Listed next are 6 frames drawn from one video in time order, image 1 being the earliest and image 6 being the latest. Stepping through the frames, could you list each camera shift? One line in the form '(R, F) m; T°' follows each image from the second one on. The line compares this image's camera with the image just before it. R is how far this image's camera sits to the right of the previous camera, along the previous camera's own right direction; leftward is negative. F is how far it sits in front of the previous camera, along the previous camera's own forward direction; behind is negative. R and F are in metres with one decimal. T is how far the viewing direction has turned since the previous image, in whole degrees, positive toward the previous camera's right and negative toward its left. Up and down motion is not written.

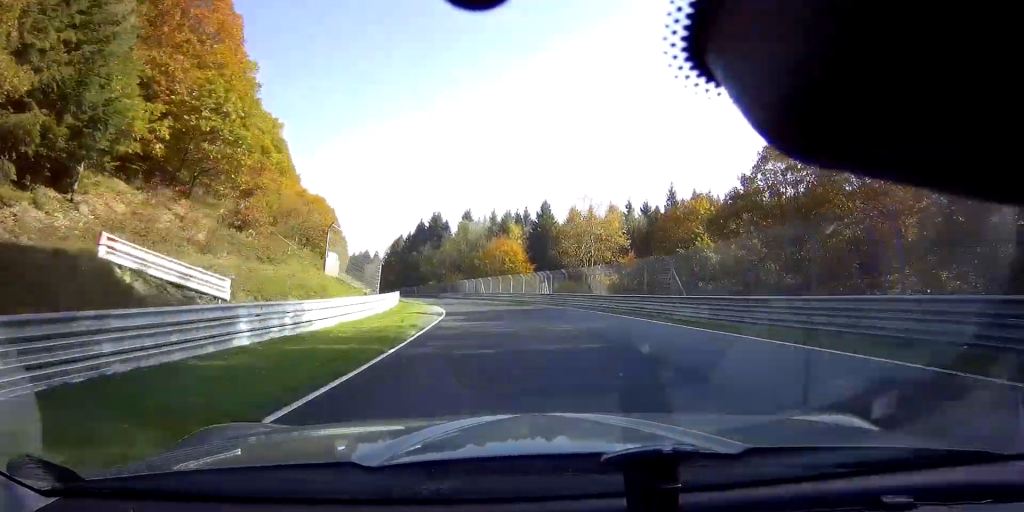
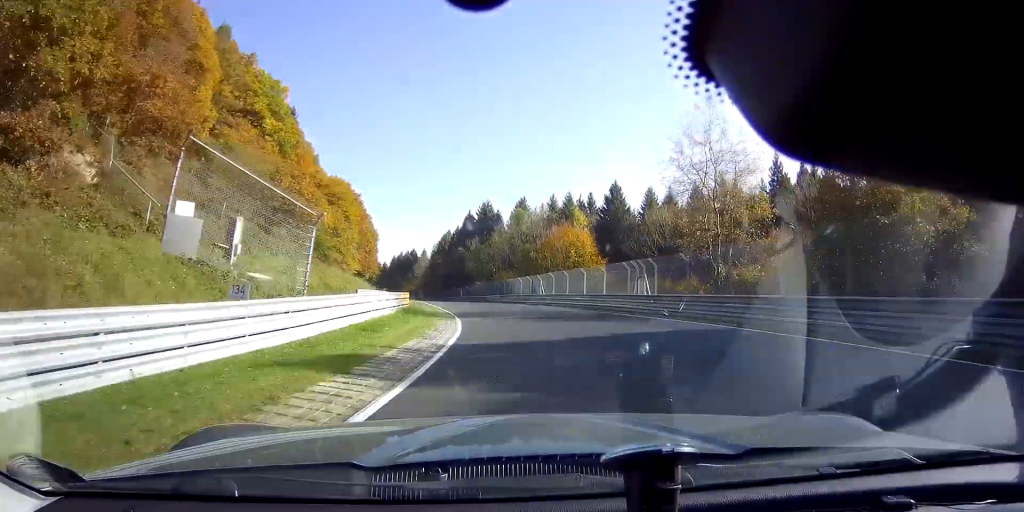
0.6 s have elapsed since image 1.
(-0.7, +19.3) m; -5°
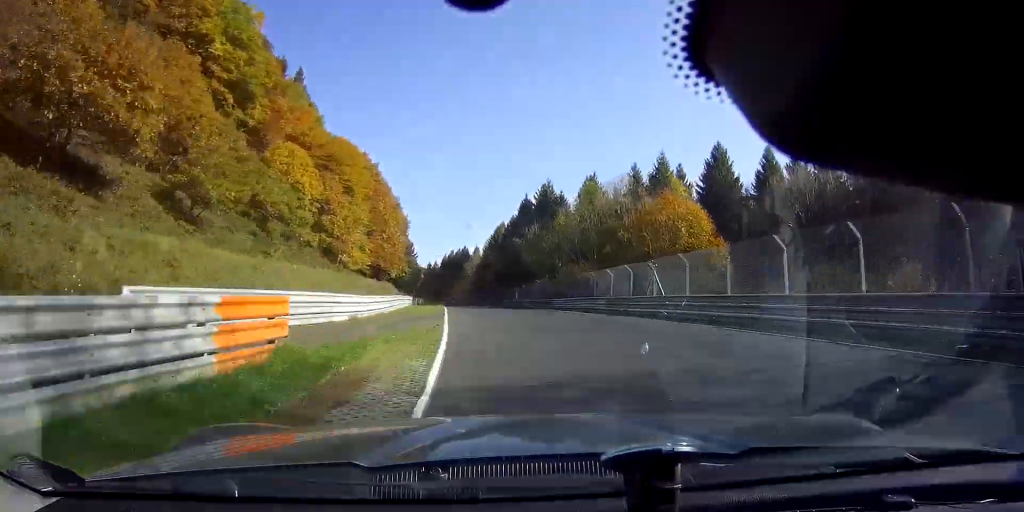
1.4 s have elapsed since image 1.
(-1.2, +23.9) m; -5°
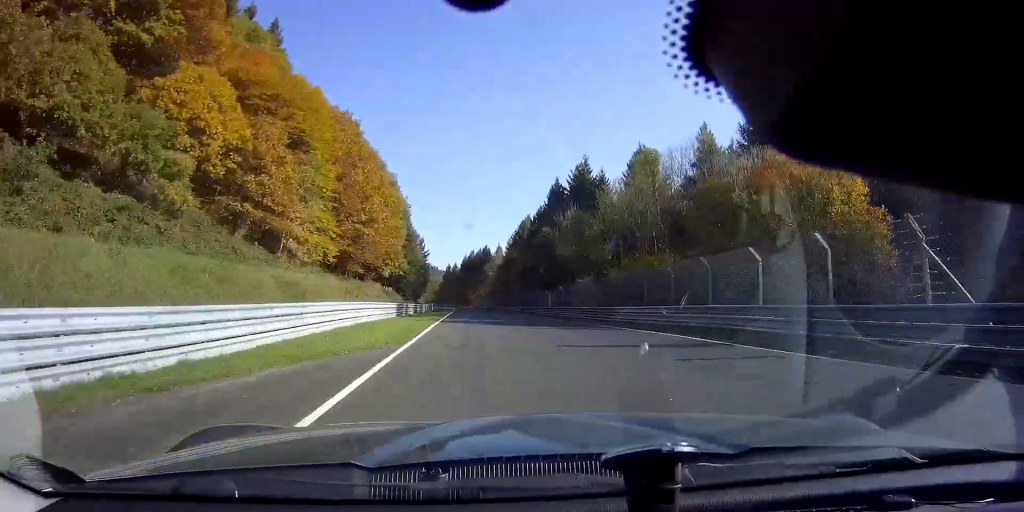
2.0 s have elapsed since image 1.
(-0.8, +19.0) m; -3°
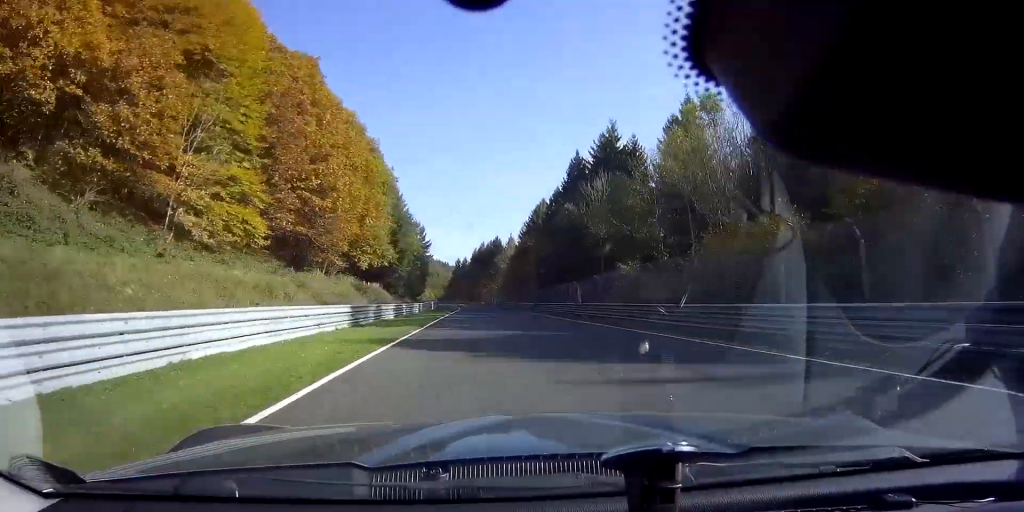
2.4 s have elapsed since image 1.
(-0.2, +13.9) m; -2°
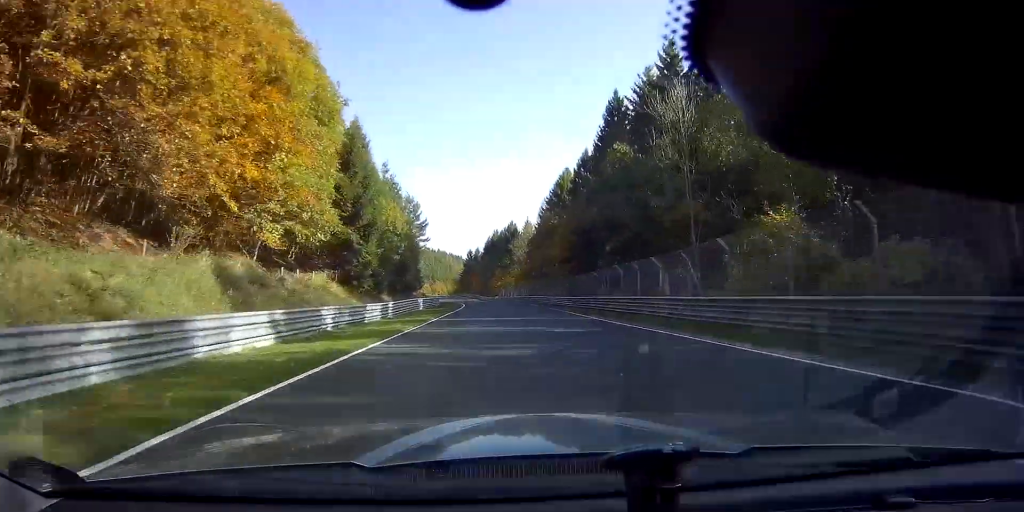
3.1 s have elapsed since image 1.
(-0.7, +20.8) m; -2°
